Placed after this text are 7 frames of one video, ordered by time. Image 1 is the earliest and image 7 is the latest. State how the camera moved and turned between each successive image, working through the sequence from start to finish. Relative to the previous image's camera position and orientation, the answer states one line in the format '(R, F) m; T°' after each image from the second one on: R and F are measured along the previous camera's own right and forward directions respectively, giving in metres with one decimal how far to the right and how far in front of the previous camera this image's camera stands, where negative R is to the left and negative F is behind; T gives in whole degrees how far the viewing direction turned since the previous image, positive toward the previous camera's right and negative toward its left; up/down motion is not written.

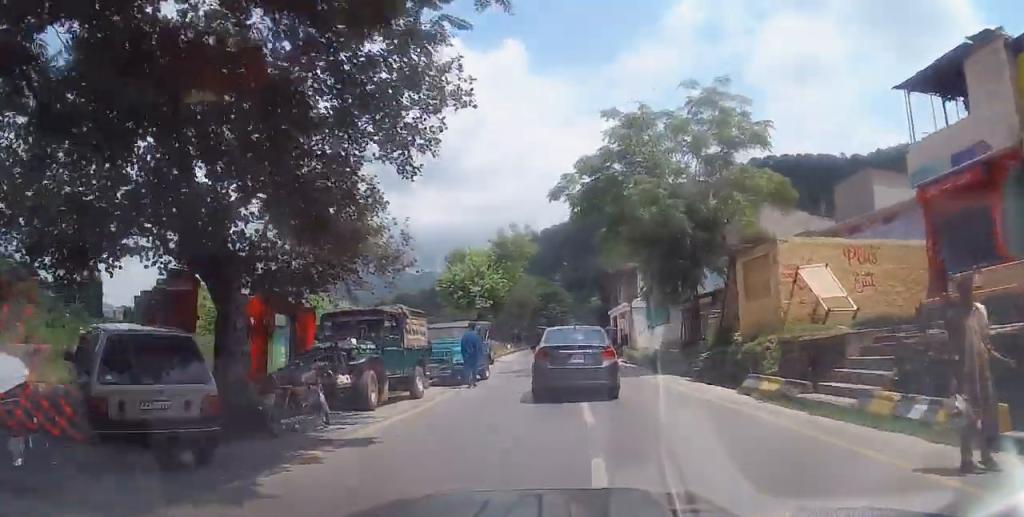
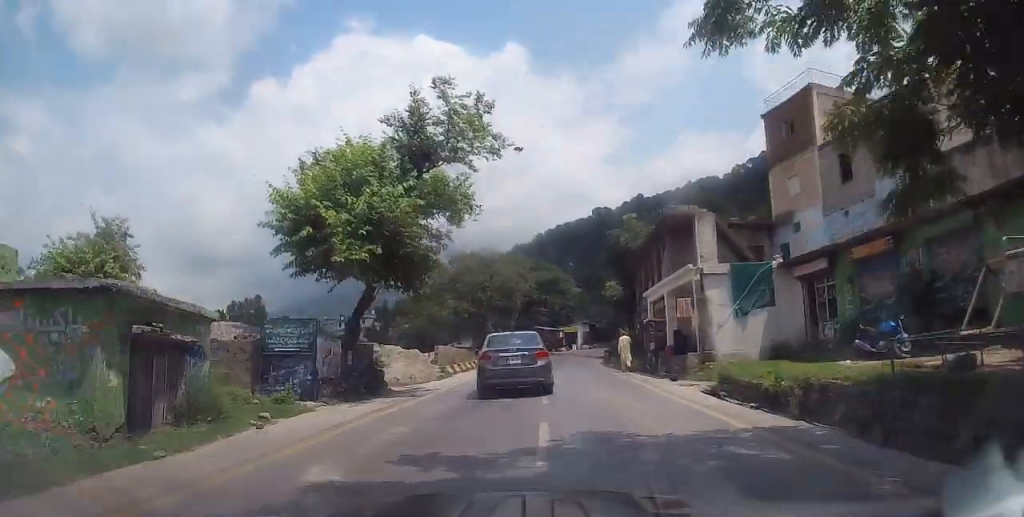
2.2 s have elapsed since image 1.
(-1.4, +20.9) m; -5°
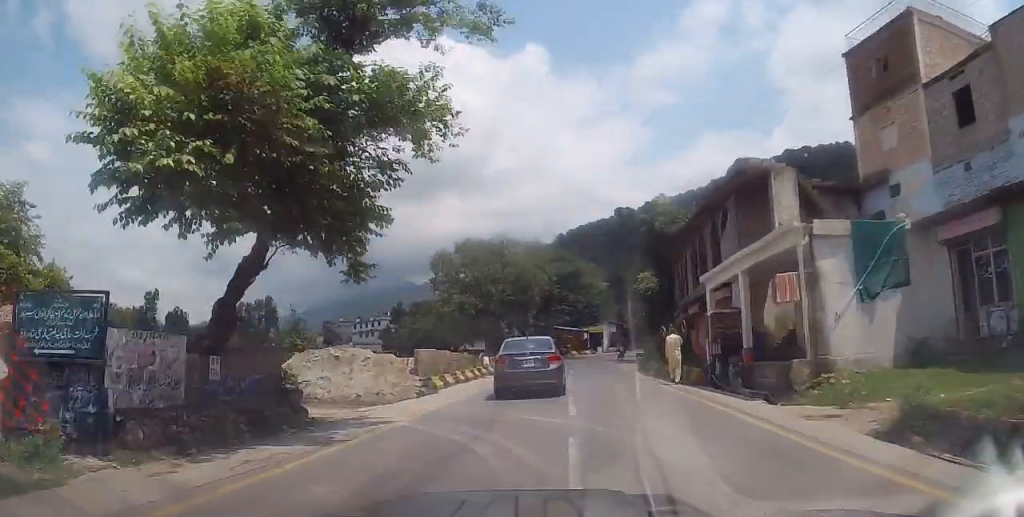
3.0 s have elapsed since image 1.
(+0.2, +7.4) m; +1°
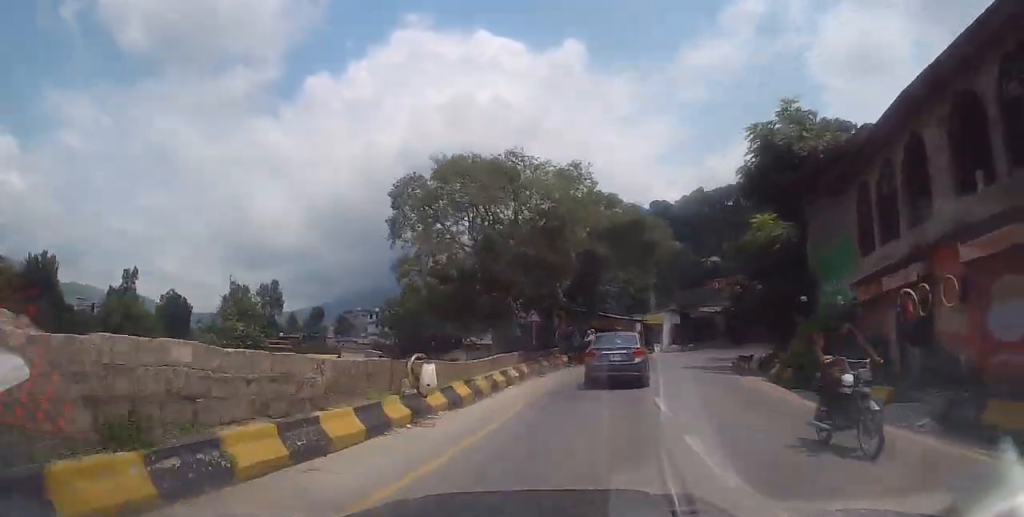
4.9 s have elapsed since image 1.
(-0.4, +18.4) m; -2°
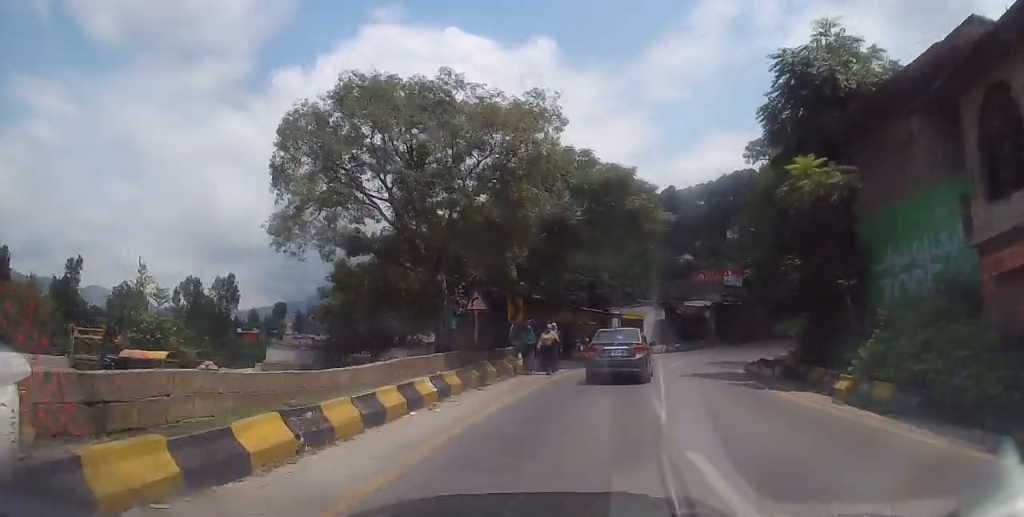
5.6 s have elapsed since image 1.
(-0.1, +7.3) m; +3°
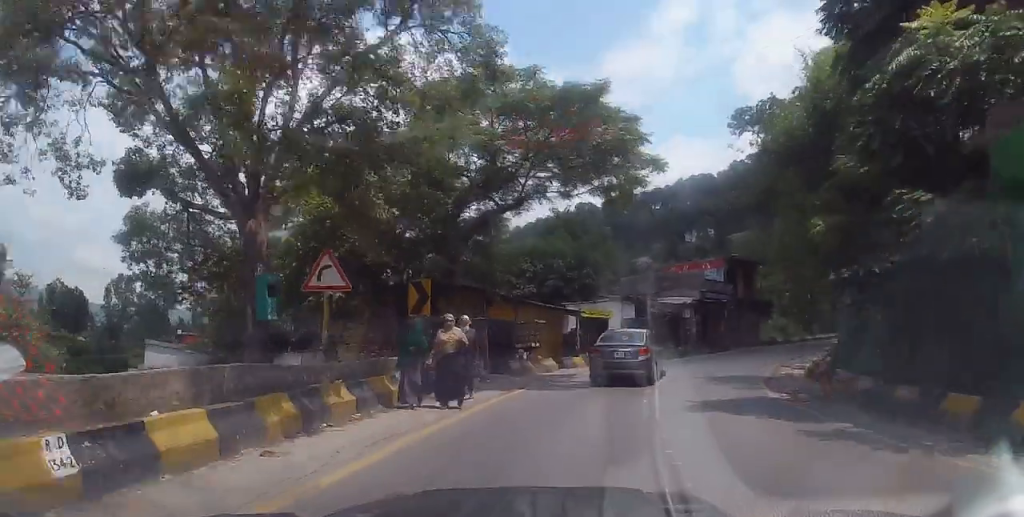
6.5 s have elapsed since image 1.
(+0.4, +8.3) m; +6°
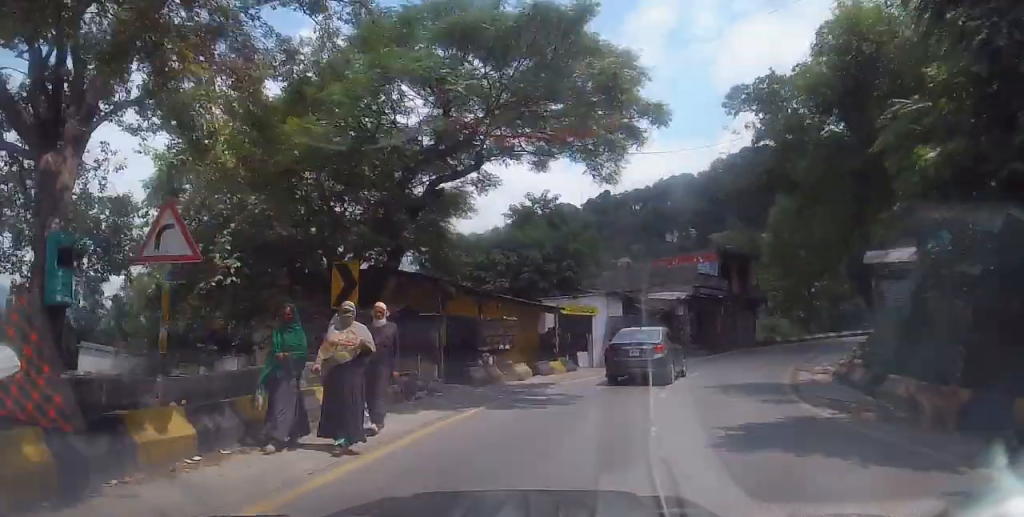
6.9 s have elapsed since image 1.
(+0.2, +3.8) m; +1°
